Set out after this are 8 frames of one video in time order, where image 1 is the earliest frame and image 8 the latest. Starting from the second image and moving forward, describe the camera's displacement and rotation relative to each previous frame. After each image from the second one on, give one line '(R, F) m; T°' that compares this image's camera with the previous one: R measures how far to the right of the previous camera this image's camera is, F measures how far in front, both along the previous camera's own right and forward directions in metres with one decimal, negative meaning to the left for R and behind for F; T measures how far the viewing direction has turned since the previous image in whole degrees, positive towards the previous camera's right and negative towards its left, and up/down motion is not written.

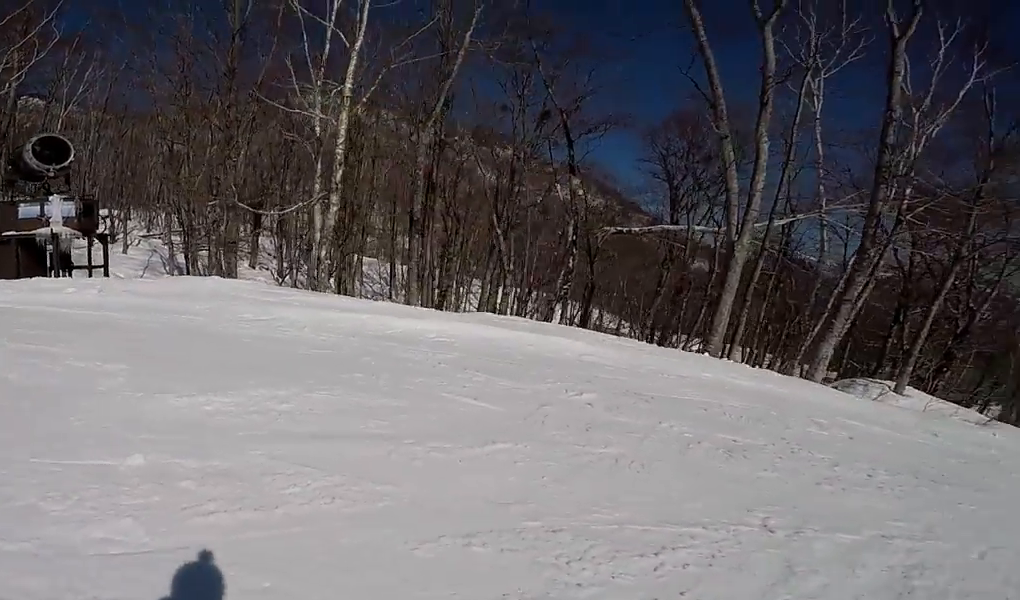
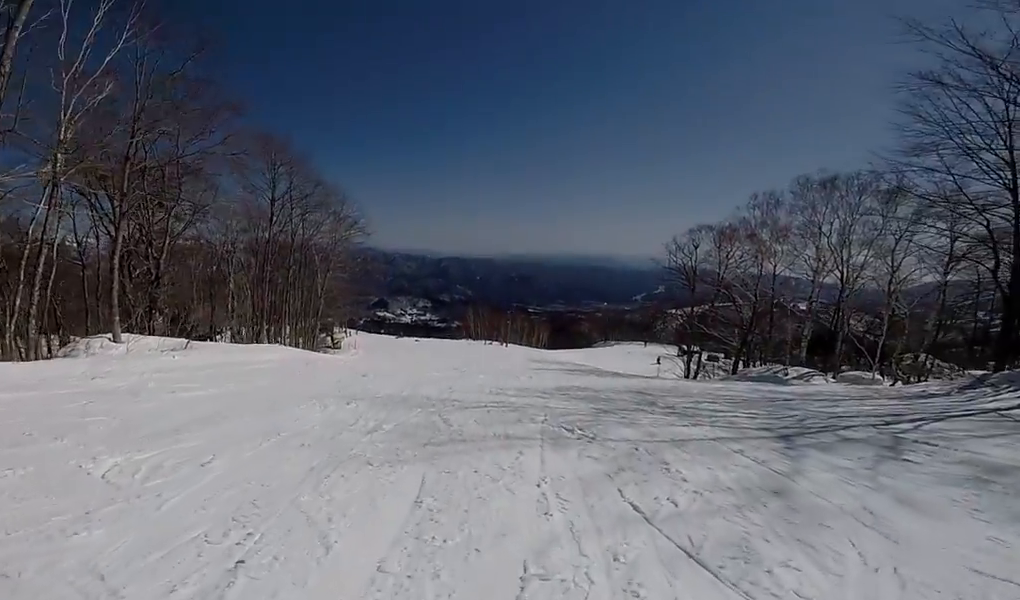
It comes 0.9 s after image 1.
(-0.1, +3.9) m; -17°
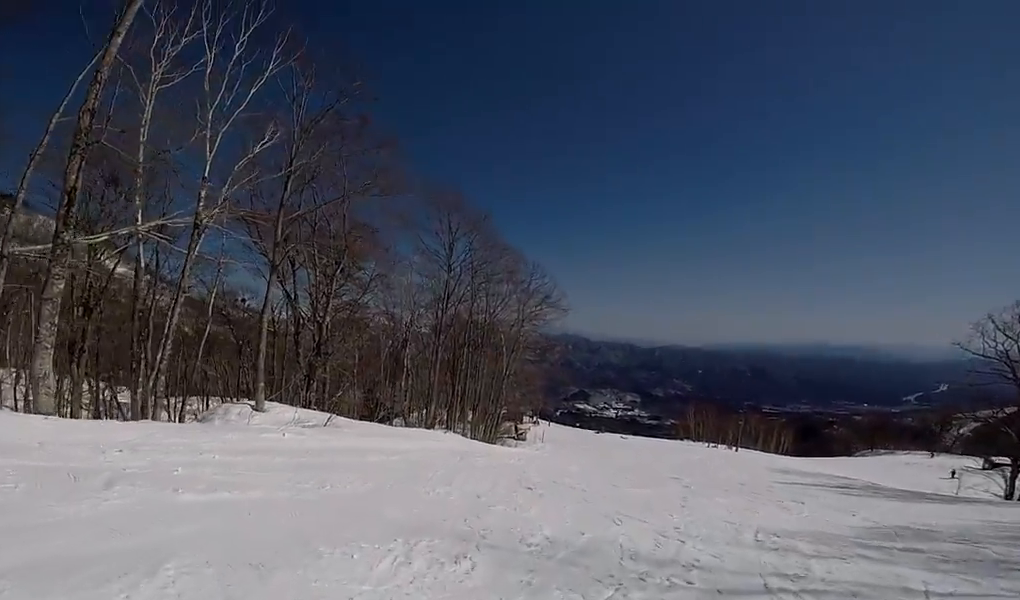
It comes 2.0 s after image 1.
(-1.4, +4.7) m; -11°
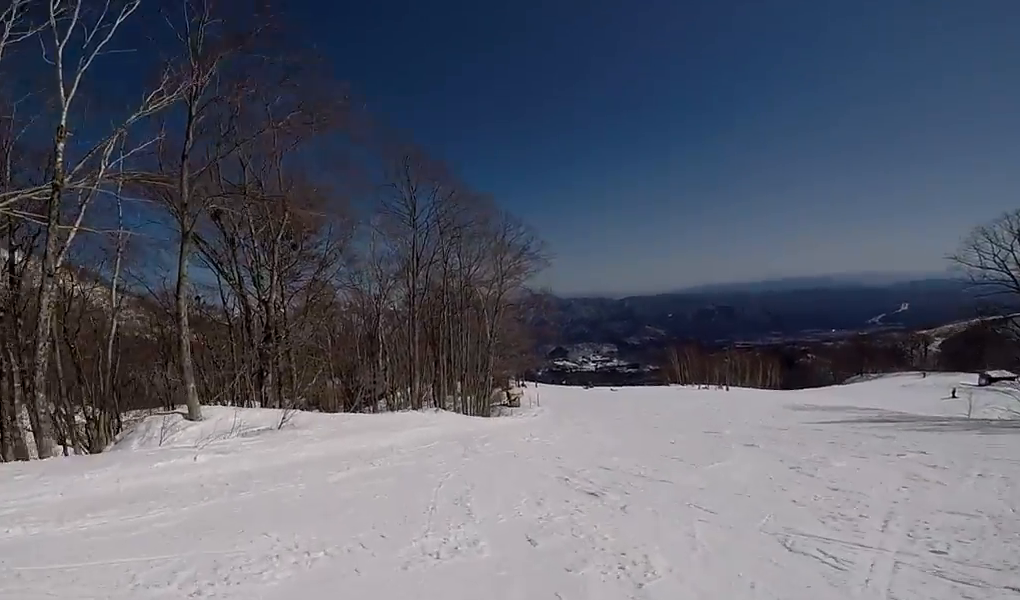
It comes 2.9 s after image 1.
(+0.4, +4.5) m; +18°
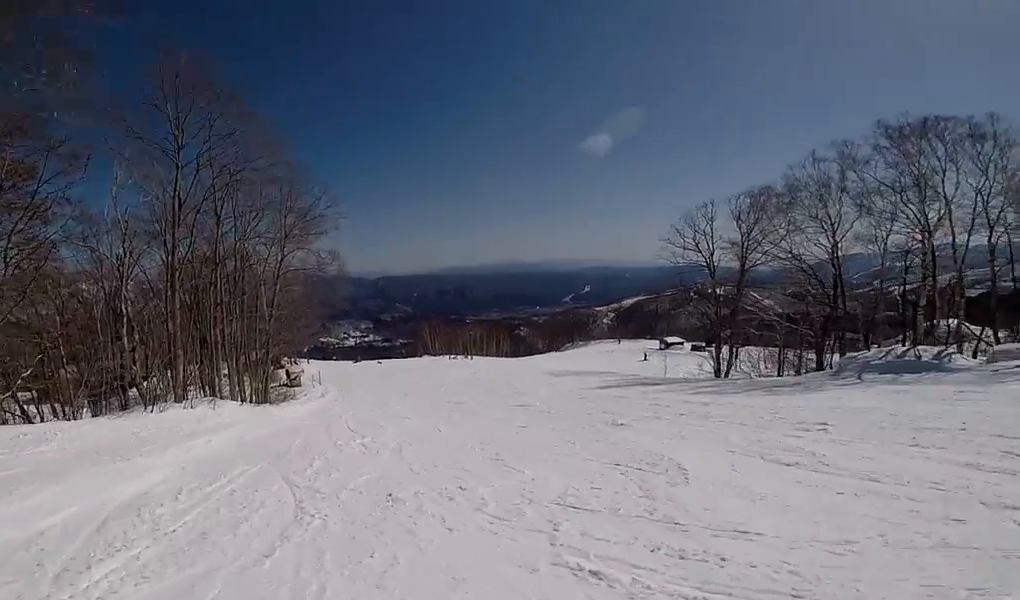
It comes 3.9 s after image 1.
(+1.8, +5.8) m; +23°
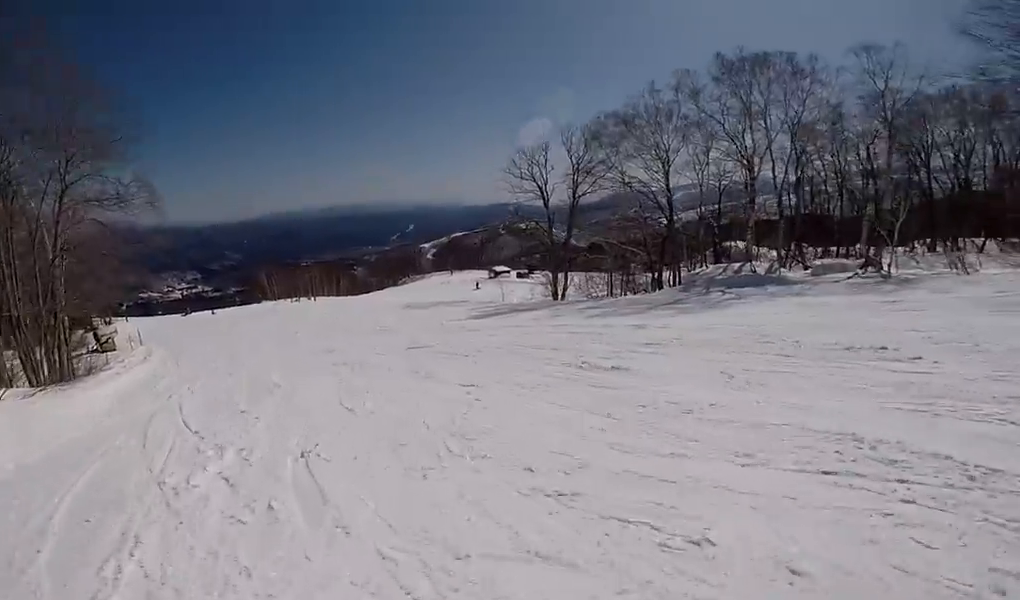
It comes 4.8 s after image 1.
(+0.5, +5.4) m; +6°
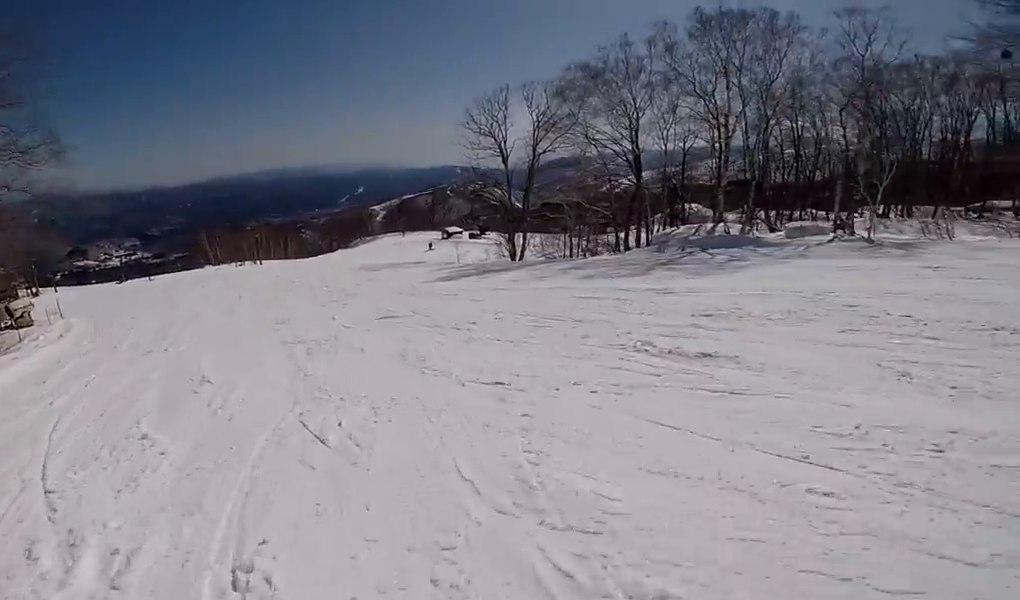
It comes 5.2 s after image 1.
(0.0, +2.9) m; 0°
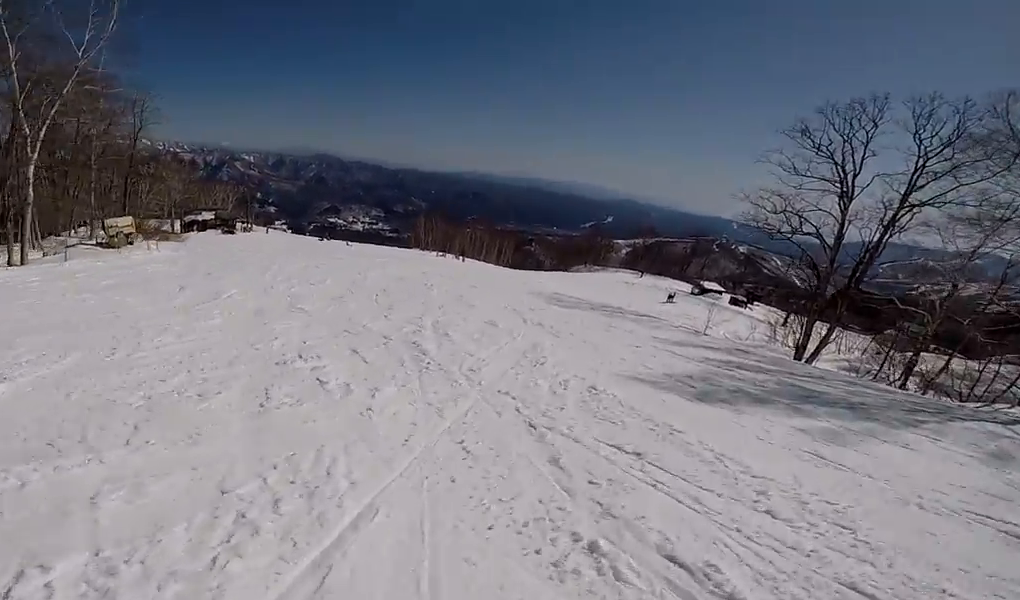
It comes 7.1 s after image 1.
(0.0, +12.3) m; -27°
